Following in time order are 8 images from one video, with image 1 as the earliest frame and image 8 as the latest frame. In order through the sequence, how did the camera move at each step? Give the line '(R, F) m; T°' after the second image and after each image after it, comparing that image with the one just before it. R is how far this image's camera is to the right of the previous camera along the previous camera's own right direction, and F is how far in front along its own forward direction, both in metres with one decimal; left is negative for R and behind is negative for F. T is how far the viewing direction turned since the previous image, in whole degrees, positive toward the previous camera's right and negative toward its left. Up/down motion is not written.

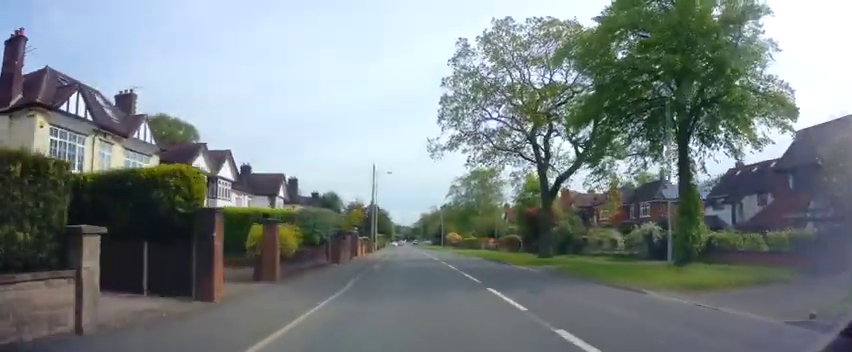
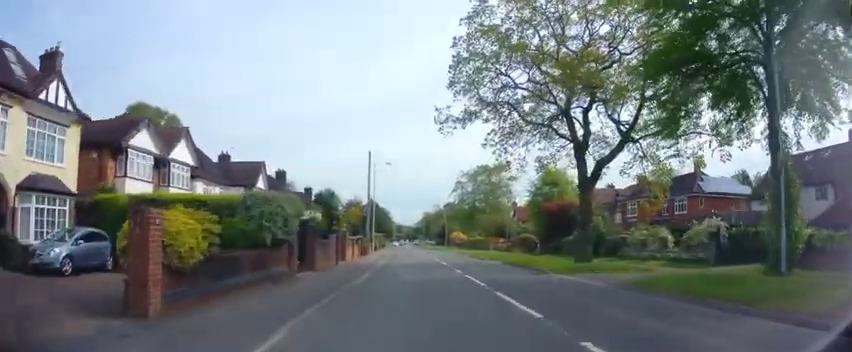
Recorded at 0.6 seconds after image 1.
(-0.1, +7.1) m; -1°
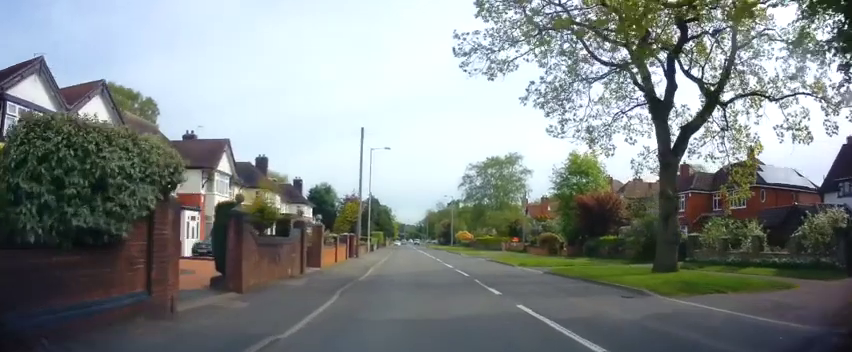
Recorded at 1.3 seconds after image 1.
(-0.2, +8.7) m; -1°
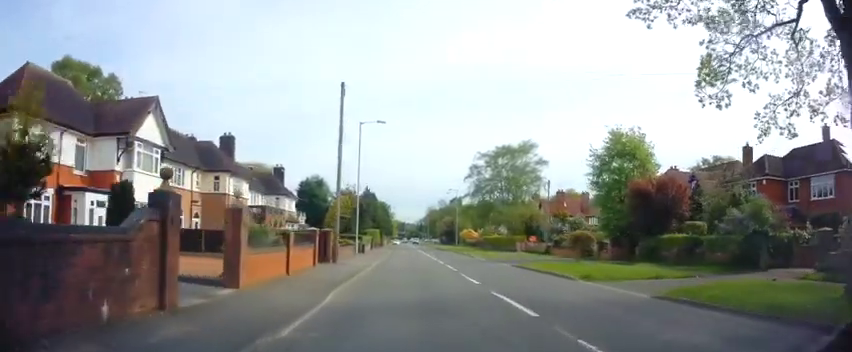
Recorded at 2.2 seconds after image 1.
(0.0, +10.0) m; 0°
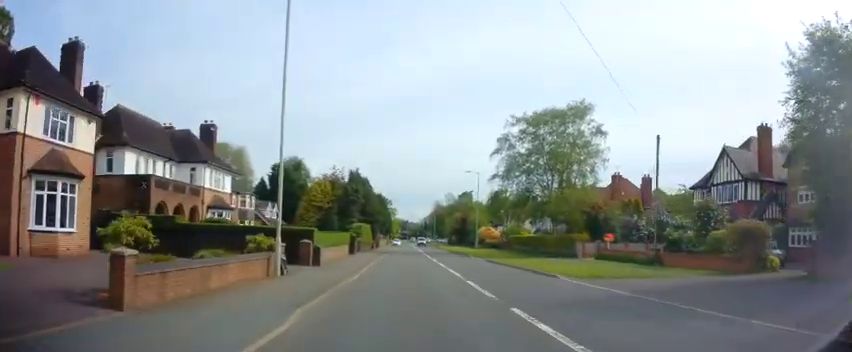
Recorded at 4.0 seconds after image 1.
(+0.5, +21.7) m; 0°
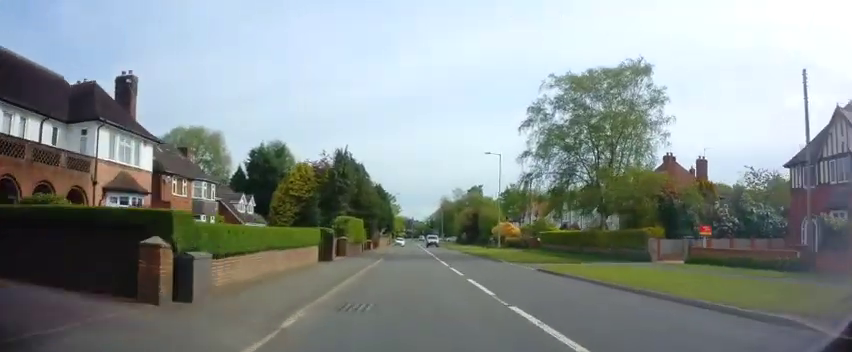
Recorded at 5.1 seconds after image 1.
(-0.5, +12.2) m; -2°
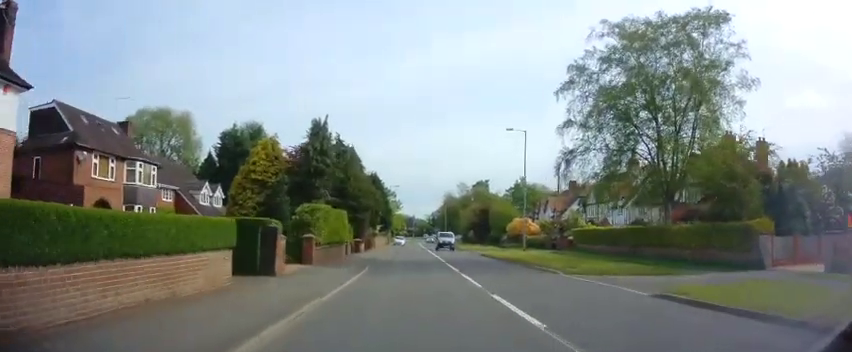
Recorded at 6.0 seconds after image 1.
(+0.2, +10.3) m; +1°
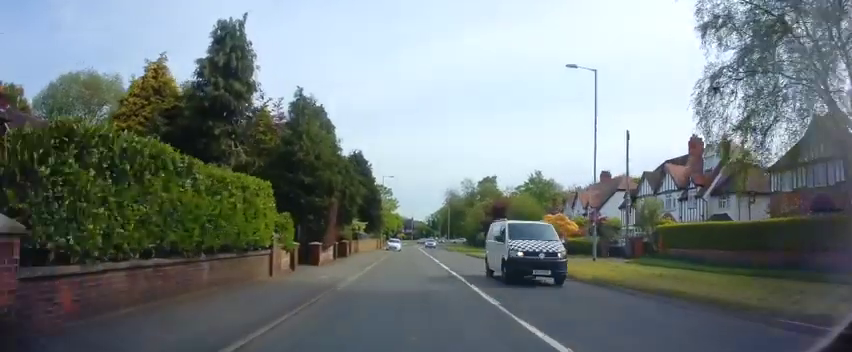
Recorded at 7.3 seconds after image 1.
(+0.1, +15.3) m; +1°
